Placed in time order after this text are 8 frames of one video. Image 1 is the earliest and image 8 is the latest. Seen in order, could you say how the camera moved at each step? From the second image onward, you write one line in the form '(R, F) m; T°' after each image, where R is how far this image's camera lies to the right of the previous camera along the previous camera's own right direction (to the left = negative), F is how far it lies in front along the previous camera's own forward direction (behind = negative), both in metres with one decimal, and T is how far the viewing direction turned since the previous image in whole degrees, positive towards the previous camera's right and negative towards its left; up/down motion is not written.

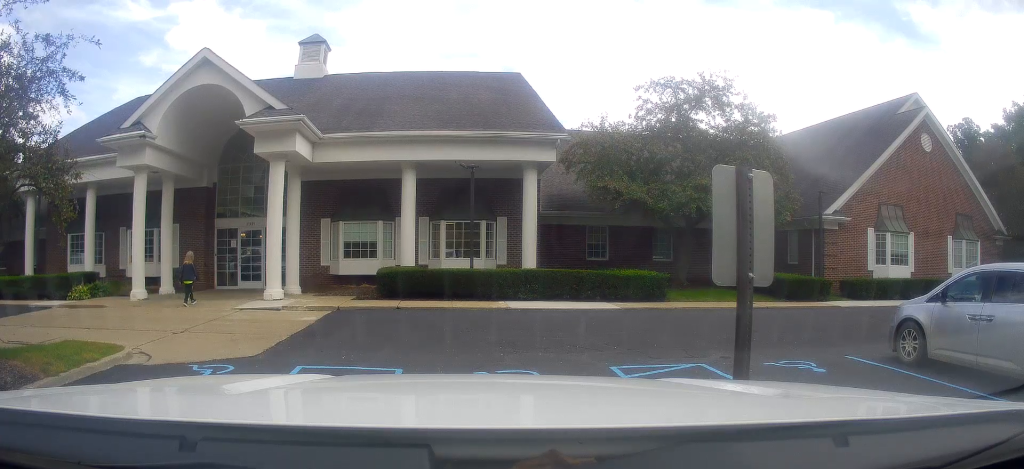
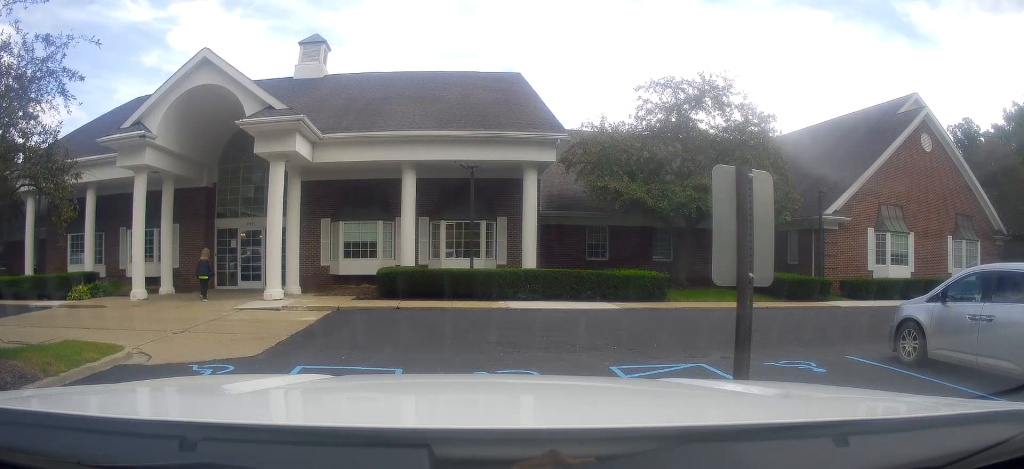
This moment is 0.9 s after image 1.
(0.0, 0.0) m; 0°
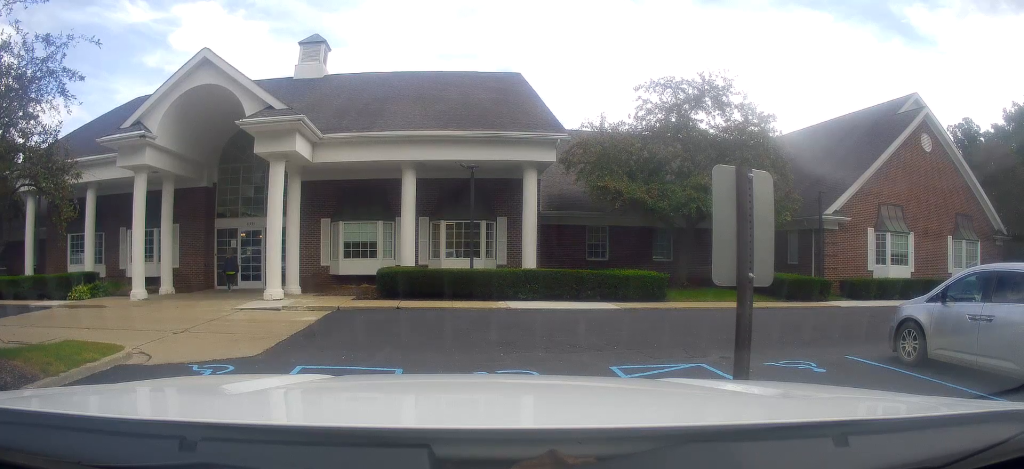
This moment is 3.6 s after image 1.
(0.0, 0.0) m; 0°
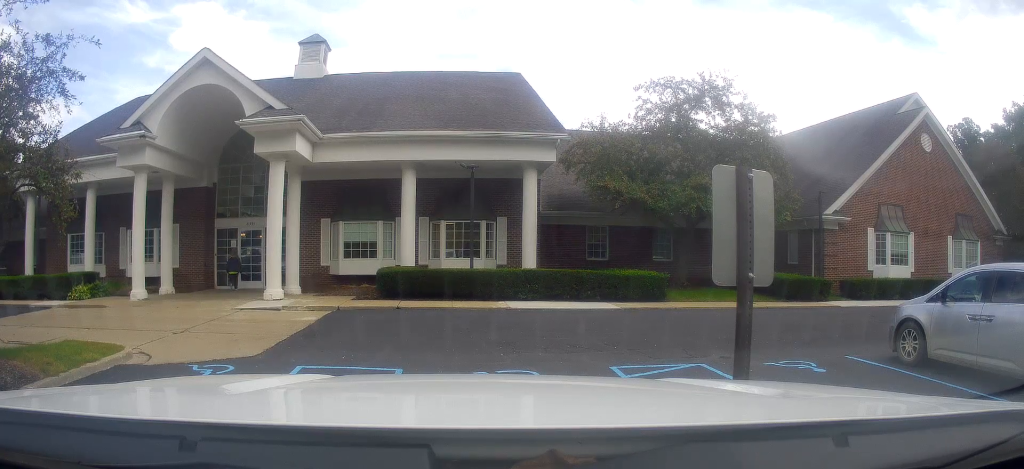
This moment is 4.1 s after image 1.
(0.0, 0.0) m; 0°
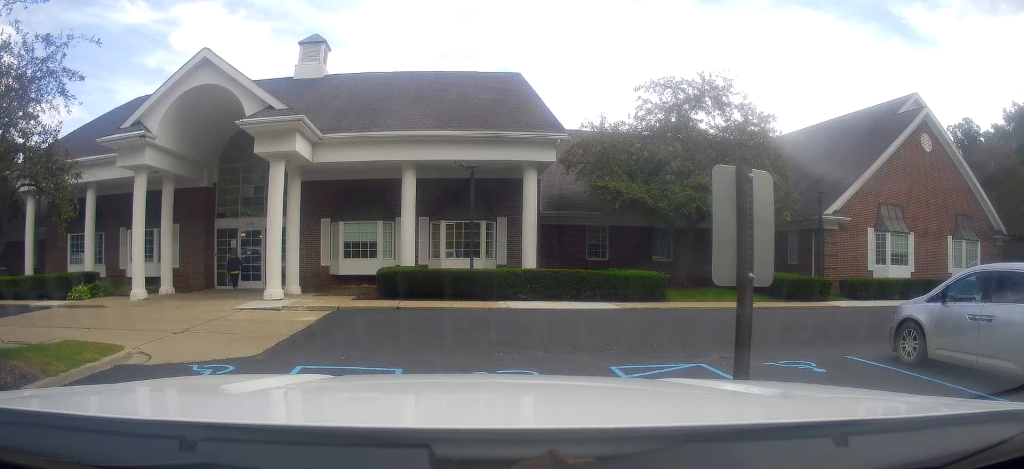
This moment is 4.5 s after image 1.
(0.0, 0.0) m; 0°
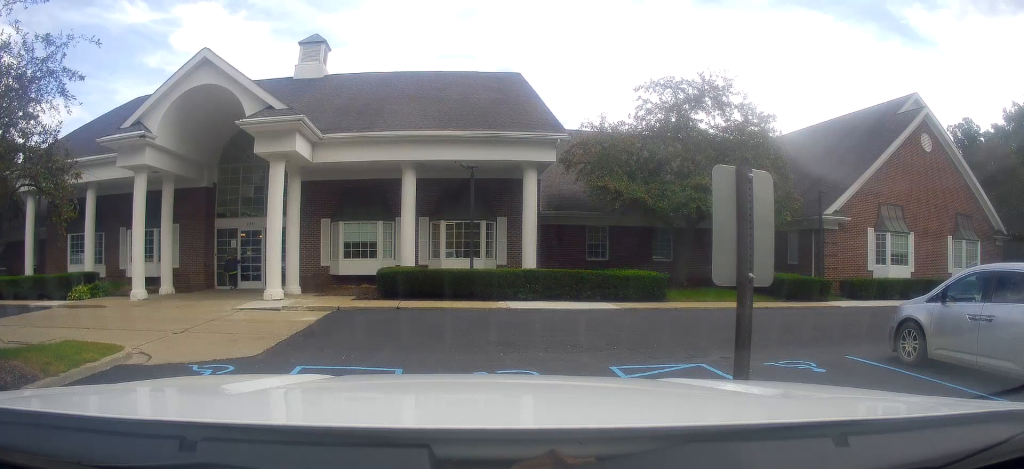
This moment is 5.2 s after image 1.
(0.0, 0.0) m; 0°
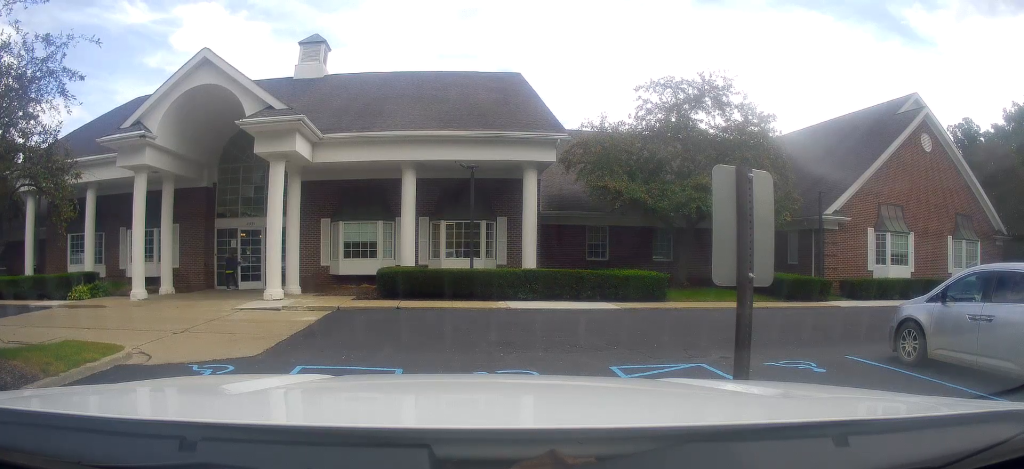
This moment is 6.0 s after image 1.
(0.0, 0.0) m; 0°
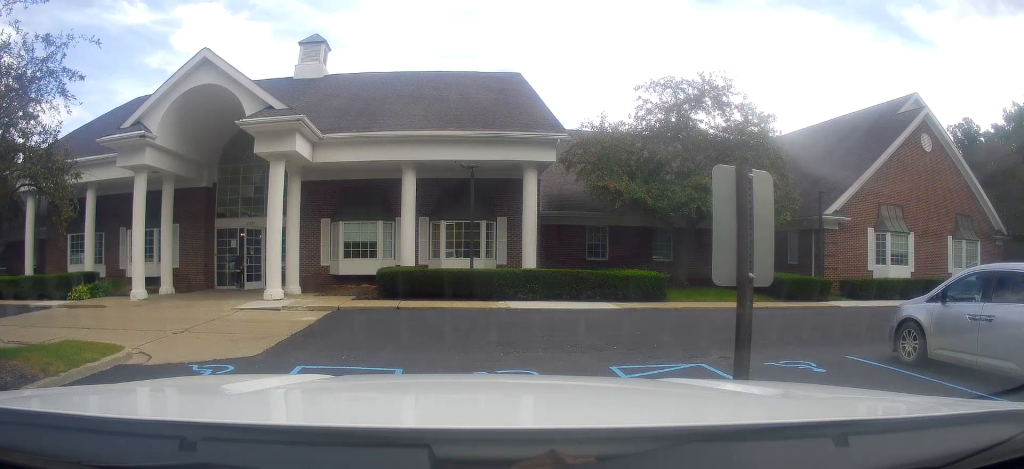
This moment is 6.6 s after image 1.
(0.0, 0.0) m; 0°
